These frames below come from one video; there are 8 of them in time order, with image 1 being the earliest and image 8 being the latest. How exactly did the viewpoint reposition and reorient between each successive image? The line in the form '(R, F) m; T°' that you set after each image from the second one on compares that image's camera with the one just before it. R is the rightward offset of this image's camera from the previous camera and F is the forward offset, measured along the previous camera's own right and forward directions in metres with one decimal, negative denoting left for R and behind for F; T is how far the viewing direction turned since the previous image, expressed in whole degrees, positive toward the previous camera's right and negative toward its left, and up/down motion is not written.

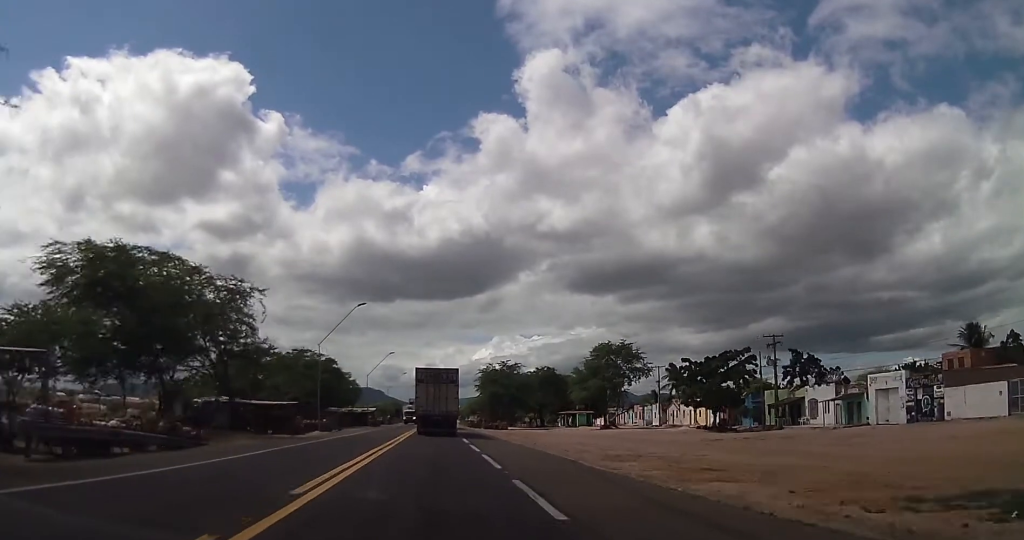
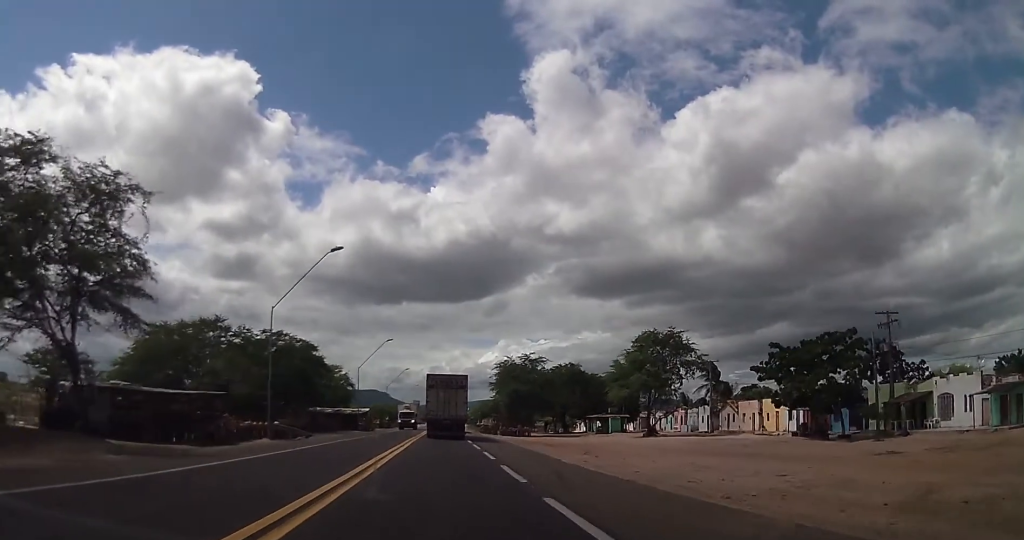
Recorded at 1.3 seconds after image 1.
(+0.2, +19.0) m; +2°
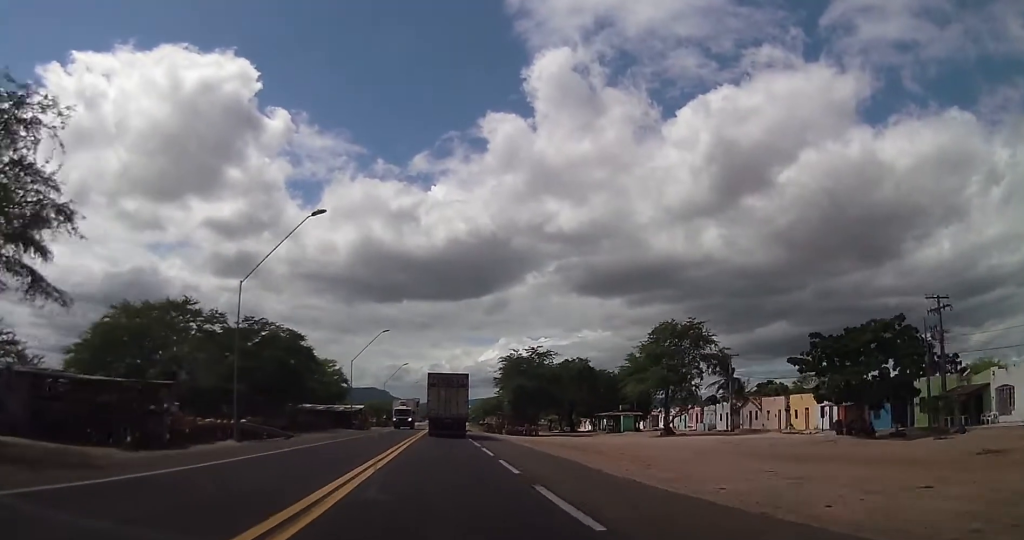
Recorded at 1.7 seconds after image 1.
(0.0, +6.5) m; 0°
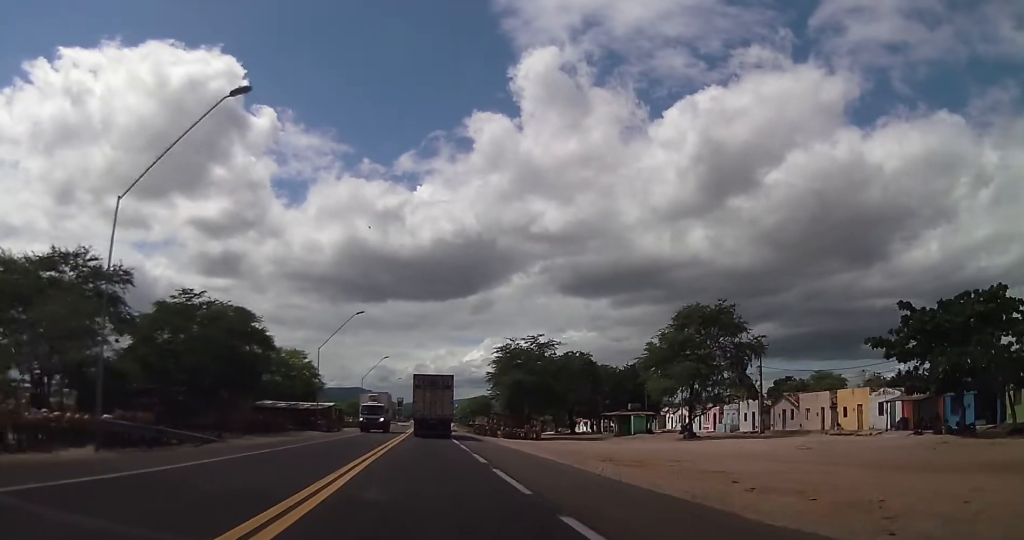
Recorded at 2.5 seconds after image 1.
(+0.1, +11.9) m; 0°
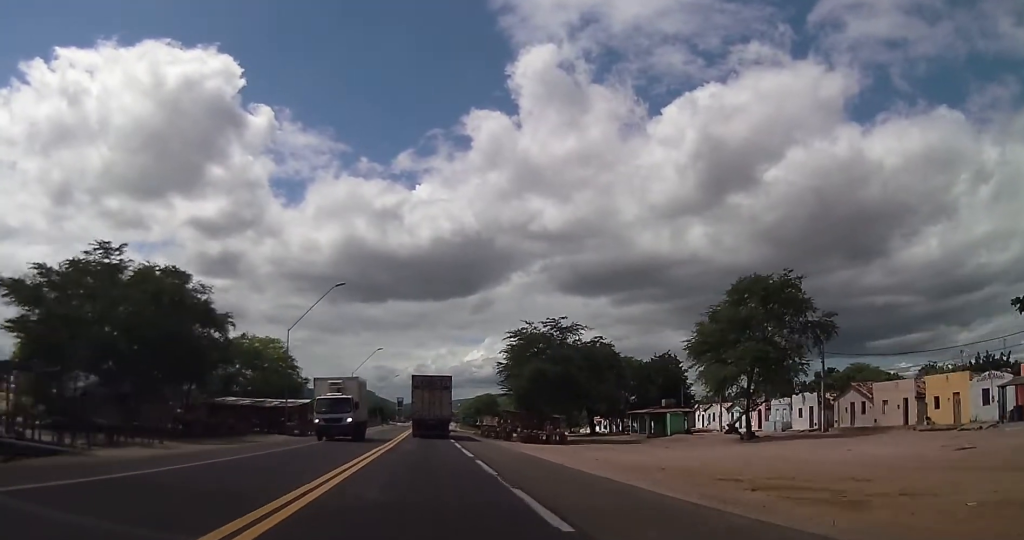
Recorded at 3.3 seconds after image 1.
(0.0, +12.1) m; -1°
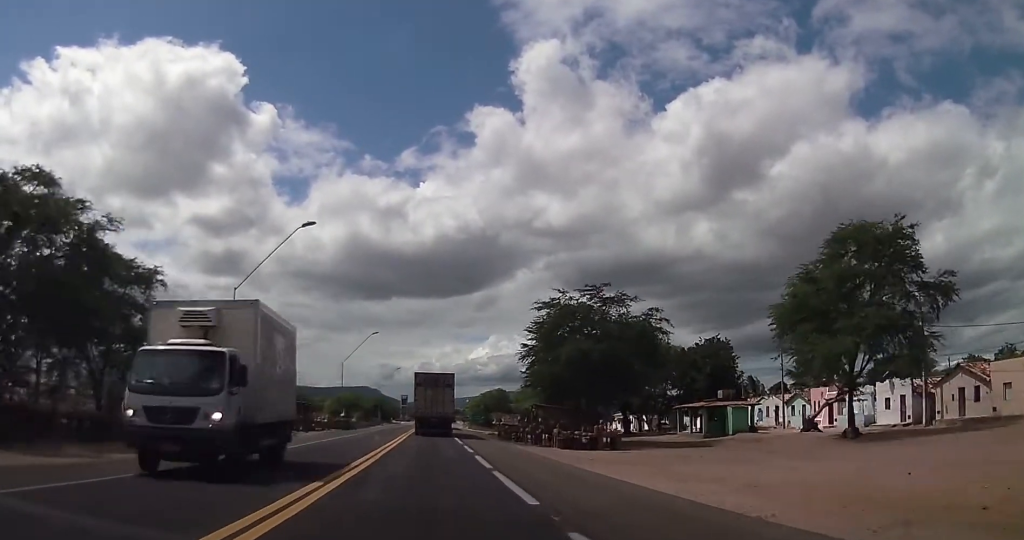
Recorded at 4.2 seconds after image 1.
(-0.1, +12.4) m; 0°
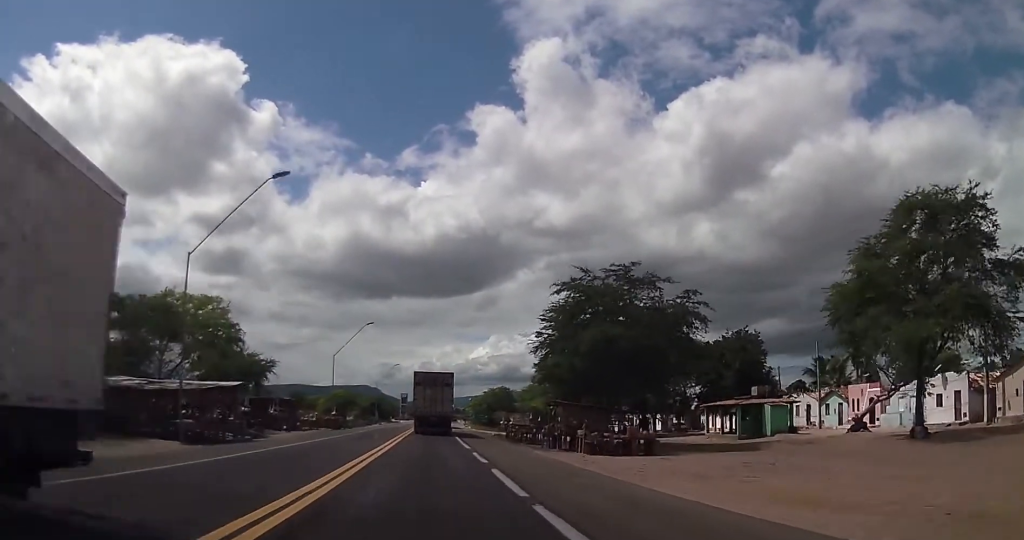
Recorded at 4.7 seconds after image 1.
(0.0, +5.7) m; 0°
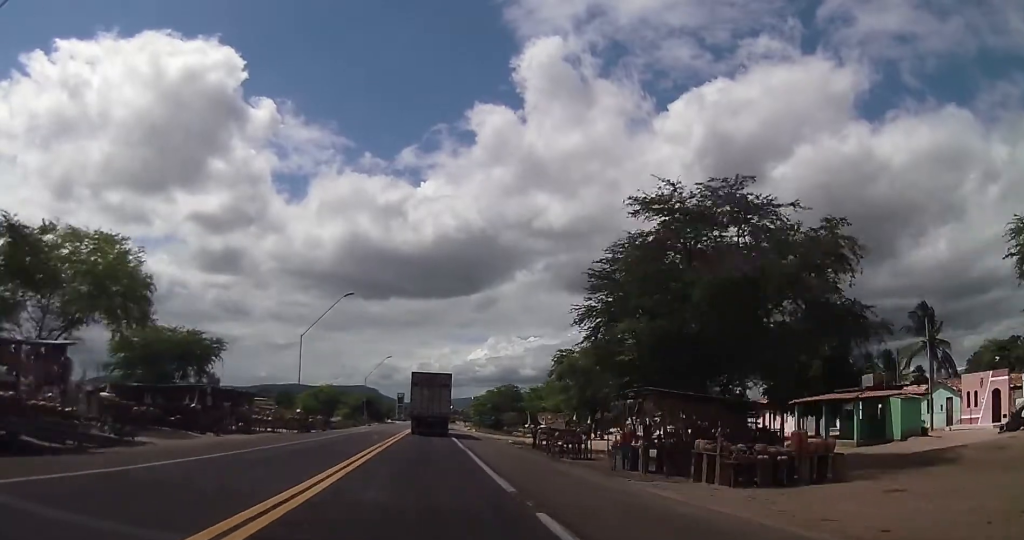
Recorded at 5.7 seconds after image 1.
(+0.1, +12.7) m; +1°
